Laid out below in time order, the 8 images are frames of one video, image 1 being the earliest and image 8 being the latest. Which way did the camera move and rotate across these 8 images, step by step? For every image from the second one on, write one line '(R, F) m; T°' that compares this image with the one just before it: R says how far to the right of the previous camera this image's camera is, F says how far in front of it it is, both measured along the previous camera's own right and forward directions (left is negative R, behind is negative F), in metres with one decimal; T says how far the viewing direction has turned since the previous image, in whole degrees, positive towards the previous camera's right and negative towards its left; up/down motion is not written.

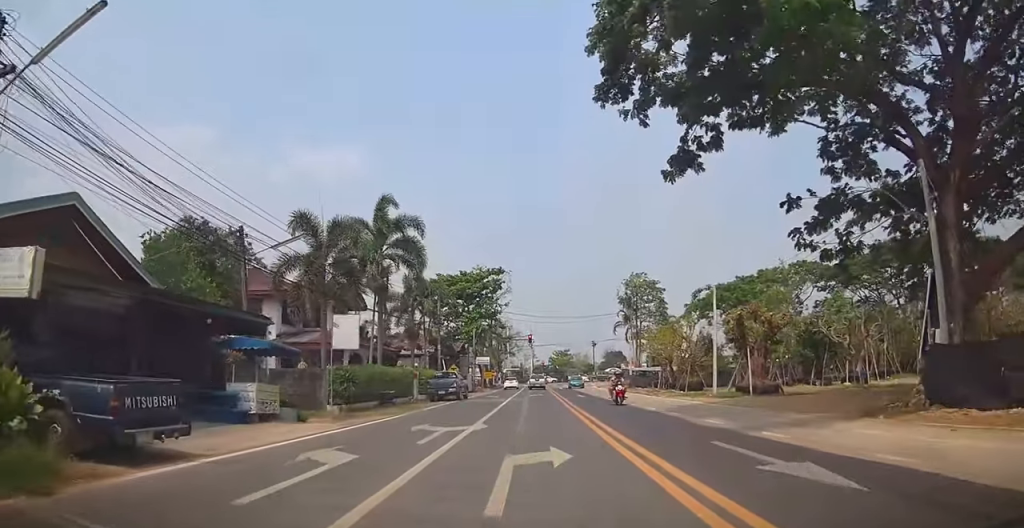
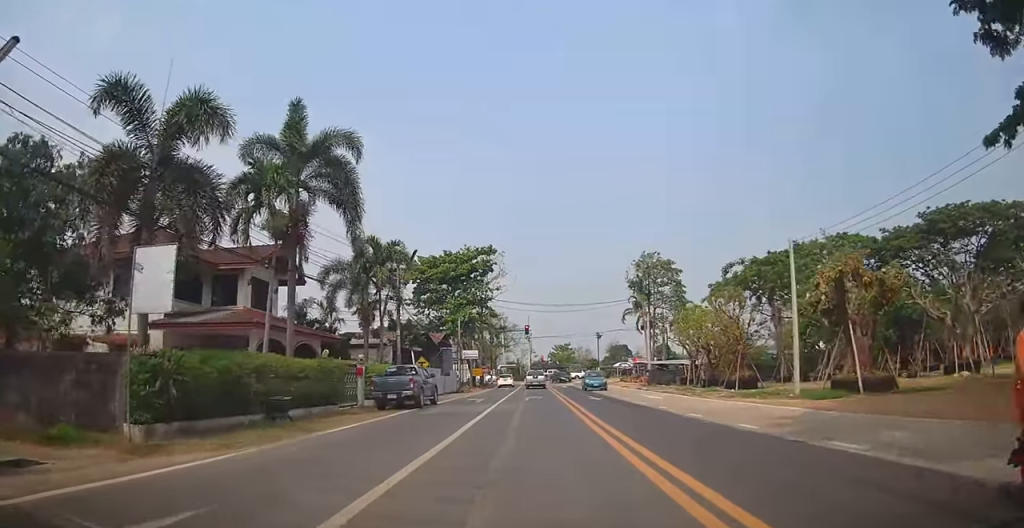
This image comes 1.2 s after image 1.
(0.0, +11.5) m; +1°
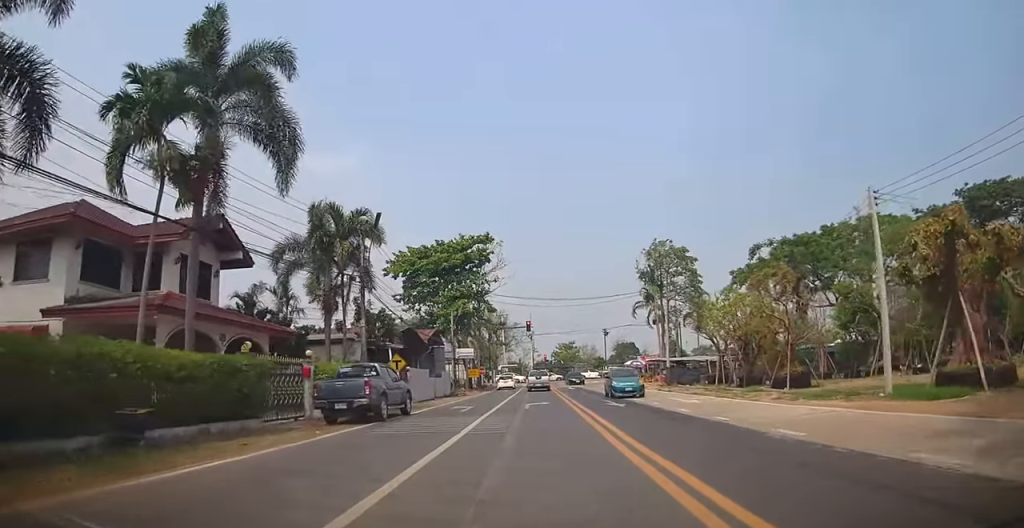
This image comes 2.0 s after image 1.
(+0.1, +6.8) m; +1°
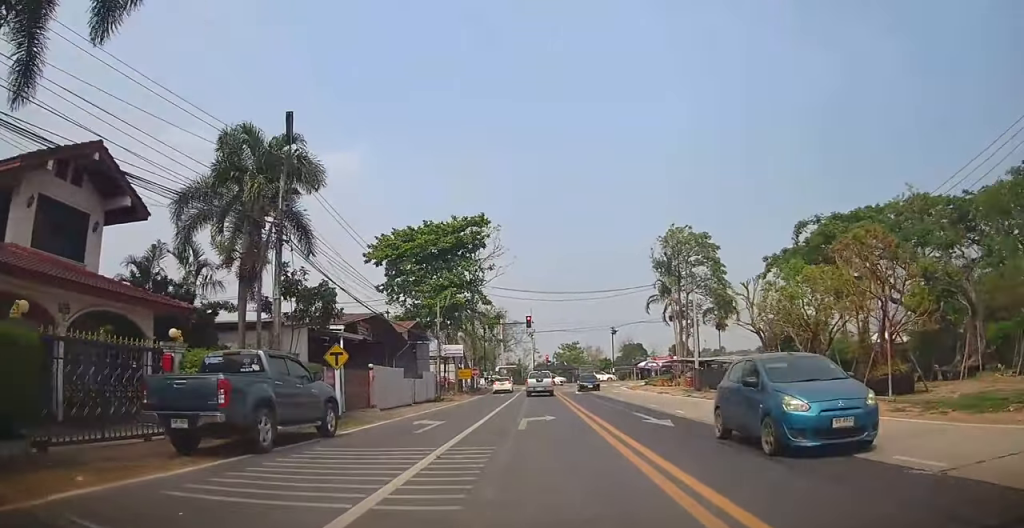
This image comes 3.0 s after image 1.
(+0.1, +8.6) m; -1°
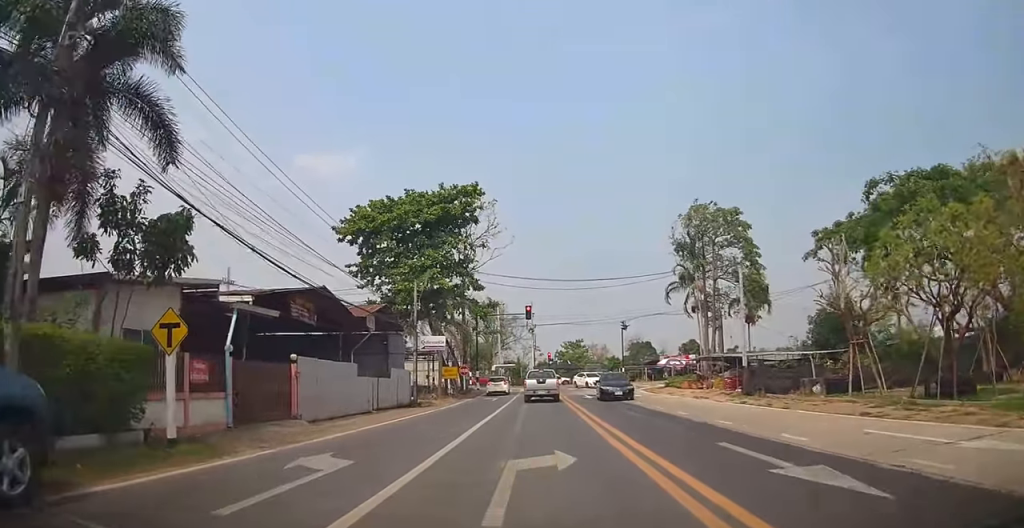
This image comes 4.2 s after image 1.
(-0.3, +9.6) m; 0°
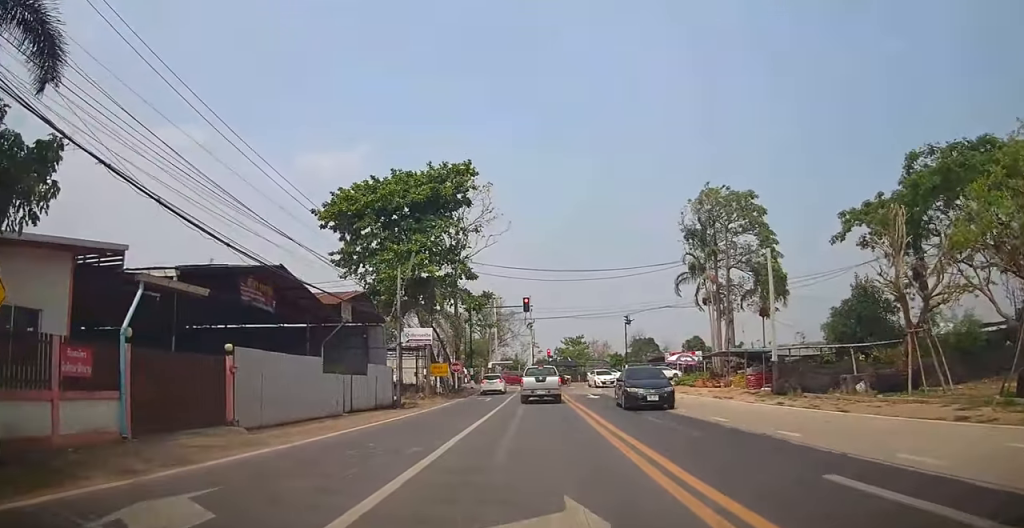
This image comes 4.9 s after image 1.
(+0.1, +4.6) m; +1°
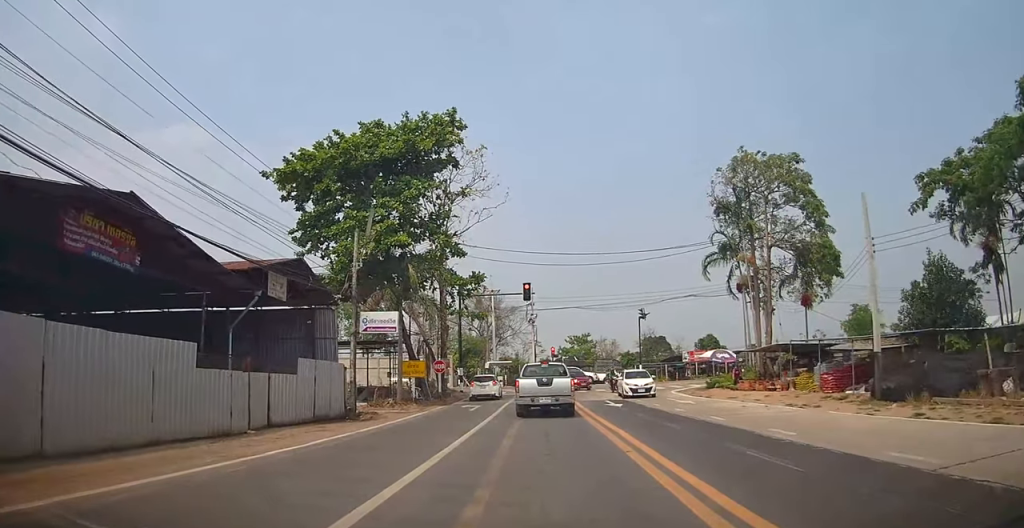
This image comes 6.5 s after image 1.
(-0.1, +9.1) m; -3°
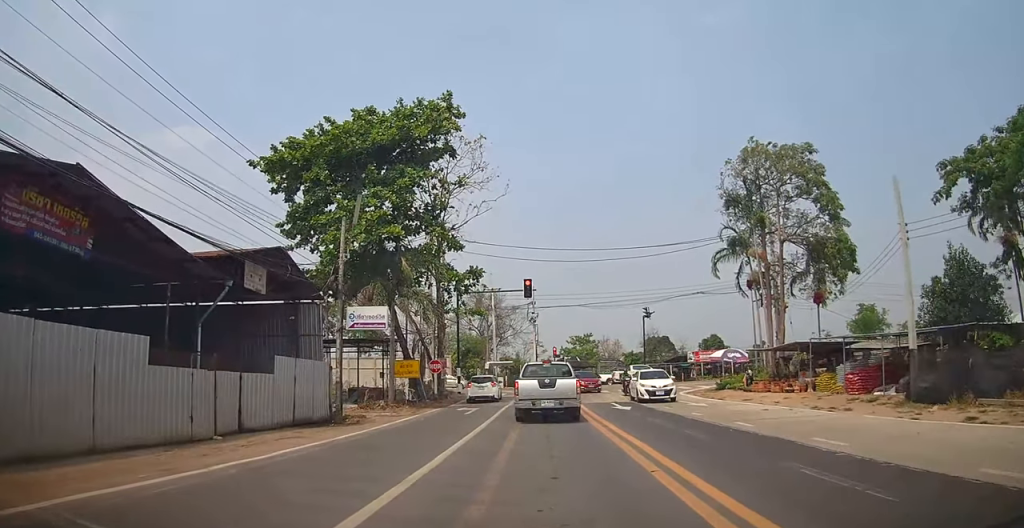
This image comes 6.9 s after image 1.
(0.0, +2.3) m; -1°
